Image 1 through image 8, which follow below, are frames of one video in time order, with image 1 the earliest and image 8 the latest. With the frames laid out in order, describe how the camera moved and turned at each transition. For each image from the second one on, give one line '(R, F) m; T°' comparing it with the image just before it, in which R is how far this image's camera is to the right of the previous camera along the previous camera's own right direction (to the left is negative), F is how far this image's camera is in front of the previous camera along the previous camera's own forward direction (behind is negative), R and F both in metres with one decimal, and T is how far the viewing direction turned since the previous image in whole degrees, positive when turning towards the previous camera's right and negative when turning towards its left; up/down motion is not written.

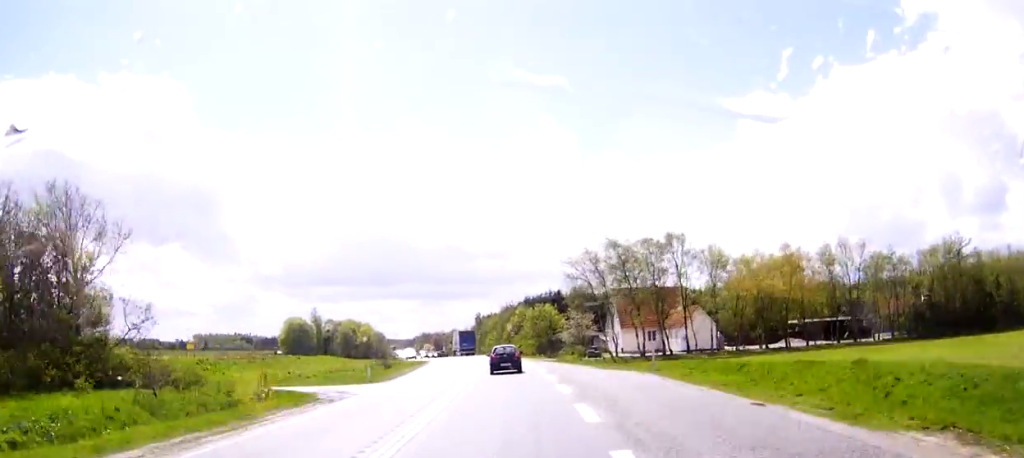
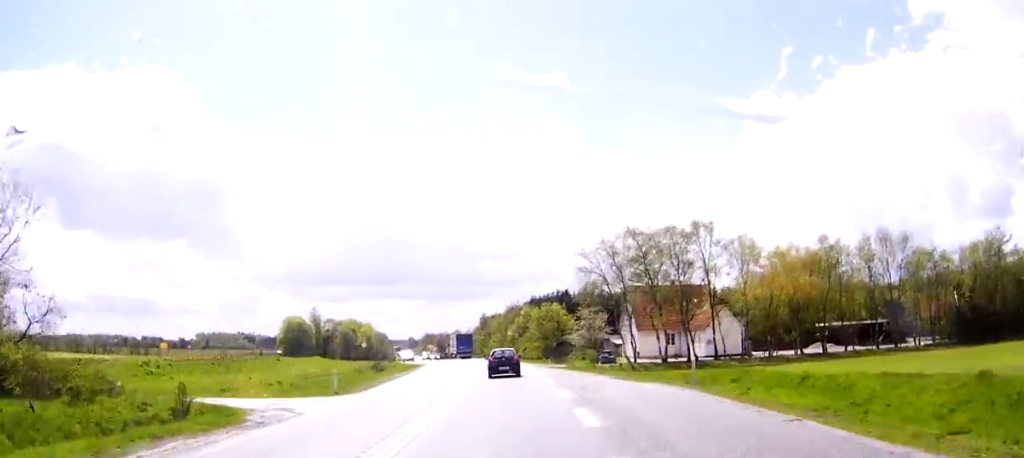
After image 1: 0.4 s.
(0.0, +8.1) m; -1°
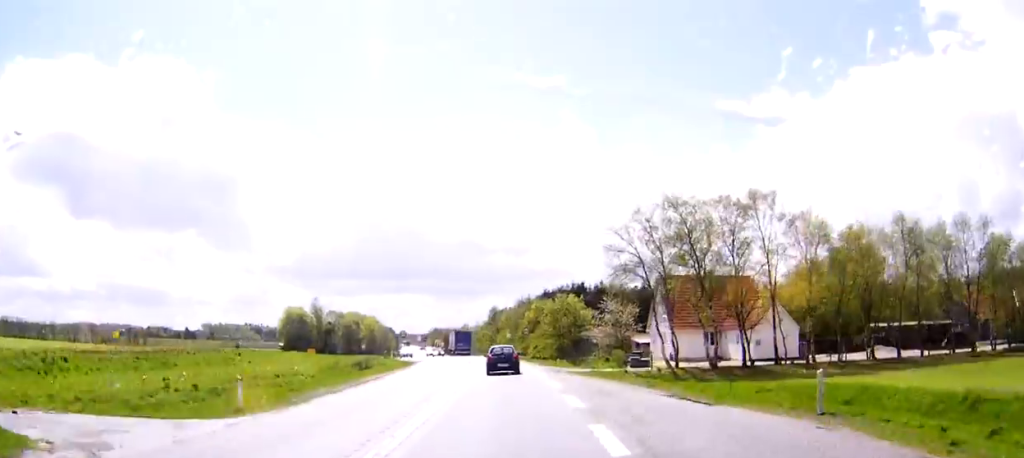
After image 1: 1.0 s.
(-0.2, +12.2) m; -1°
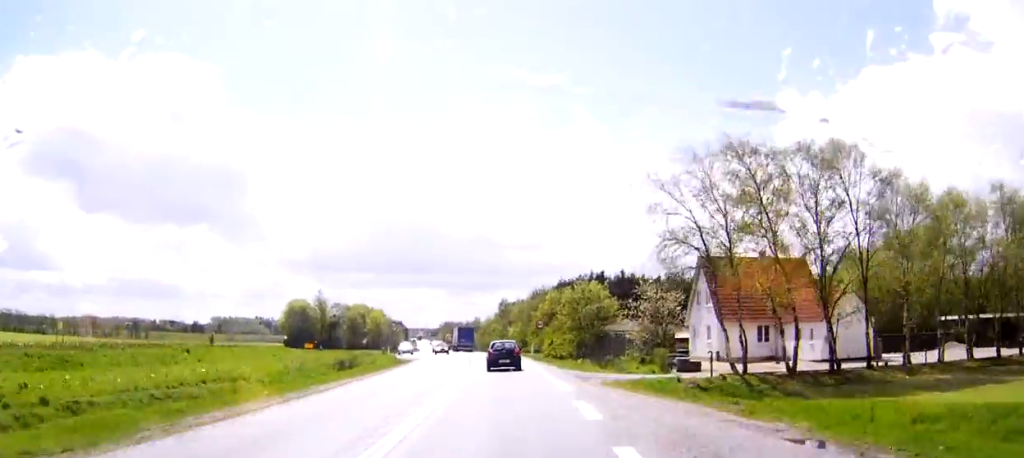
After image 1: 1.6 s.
(-0.1, +11.5) m; -1°
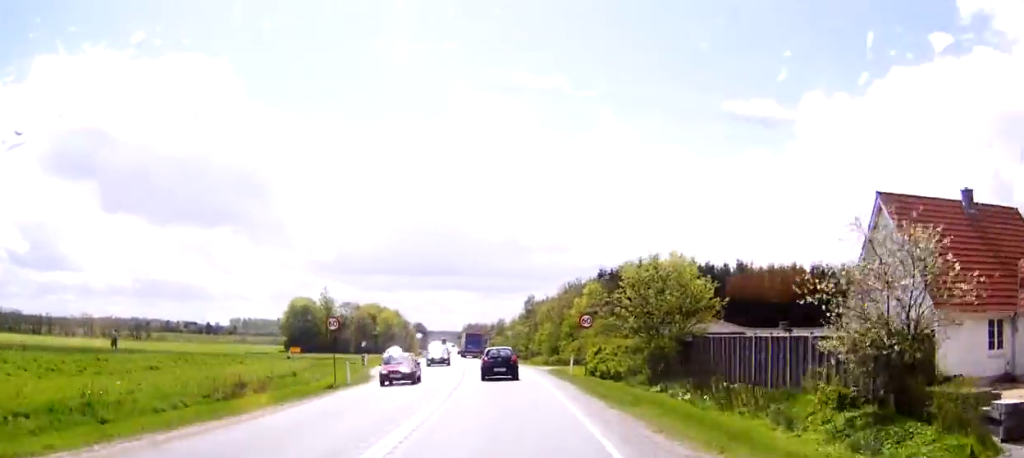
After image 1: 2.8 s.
(-0.4, +25.8) m; -2°
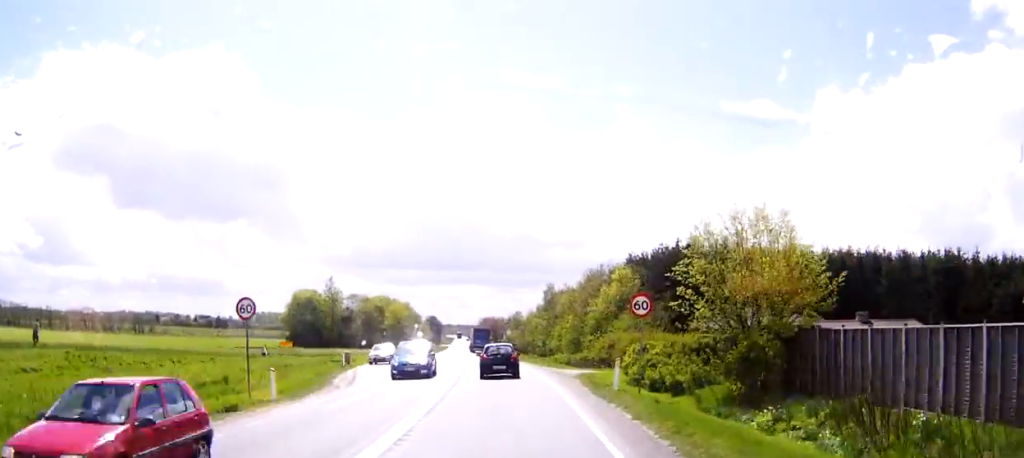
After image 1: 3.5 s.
(-0.1, +12.8) m; -1°
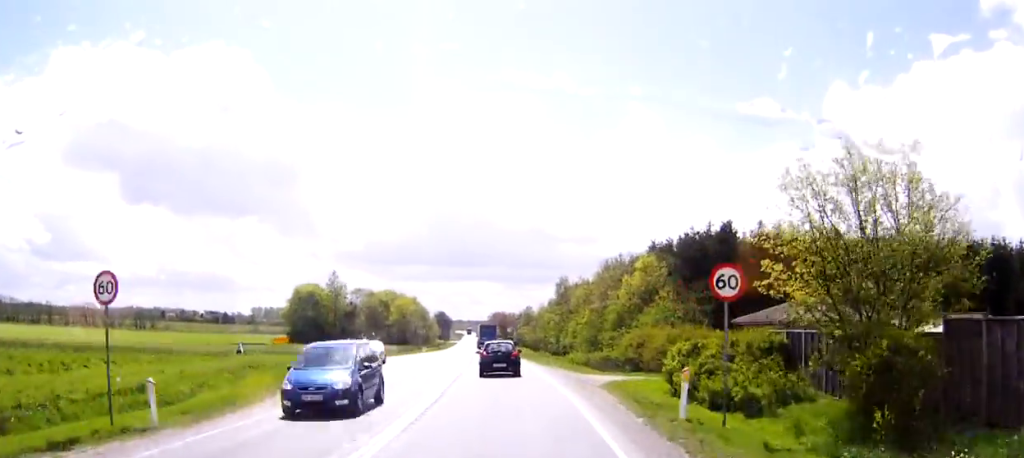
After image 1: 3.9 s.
(-0.1, +8.8) m; -1°
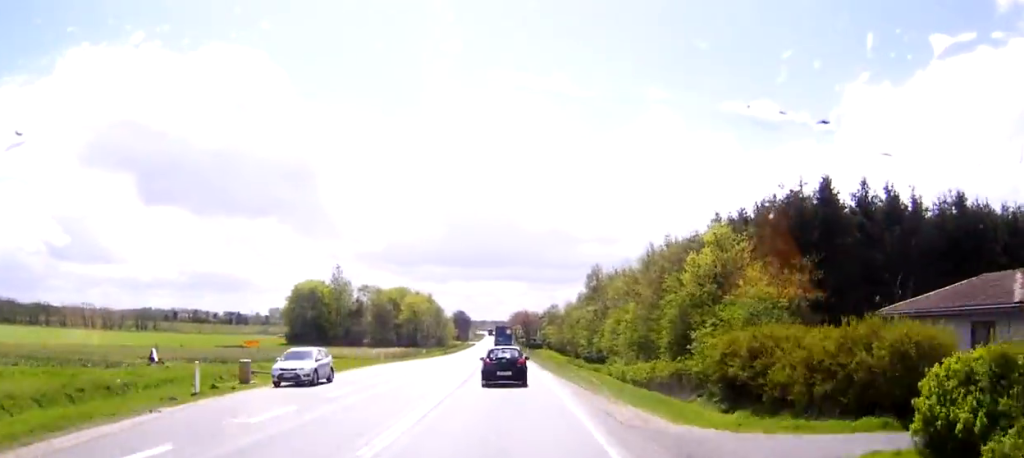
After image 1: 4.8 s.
(-0.4, +18.7) m; -2°
